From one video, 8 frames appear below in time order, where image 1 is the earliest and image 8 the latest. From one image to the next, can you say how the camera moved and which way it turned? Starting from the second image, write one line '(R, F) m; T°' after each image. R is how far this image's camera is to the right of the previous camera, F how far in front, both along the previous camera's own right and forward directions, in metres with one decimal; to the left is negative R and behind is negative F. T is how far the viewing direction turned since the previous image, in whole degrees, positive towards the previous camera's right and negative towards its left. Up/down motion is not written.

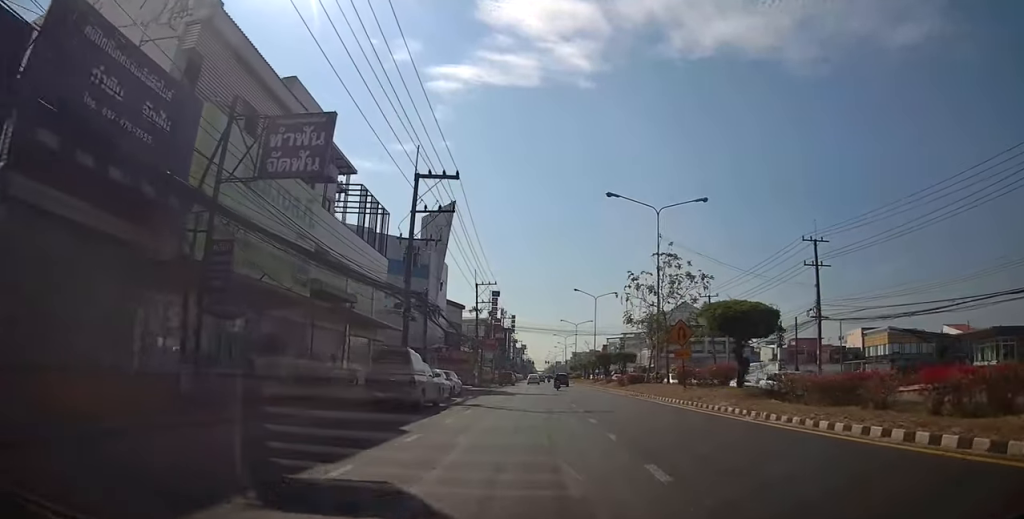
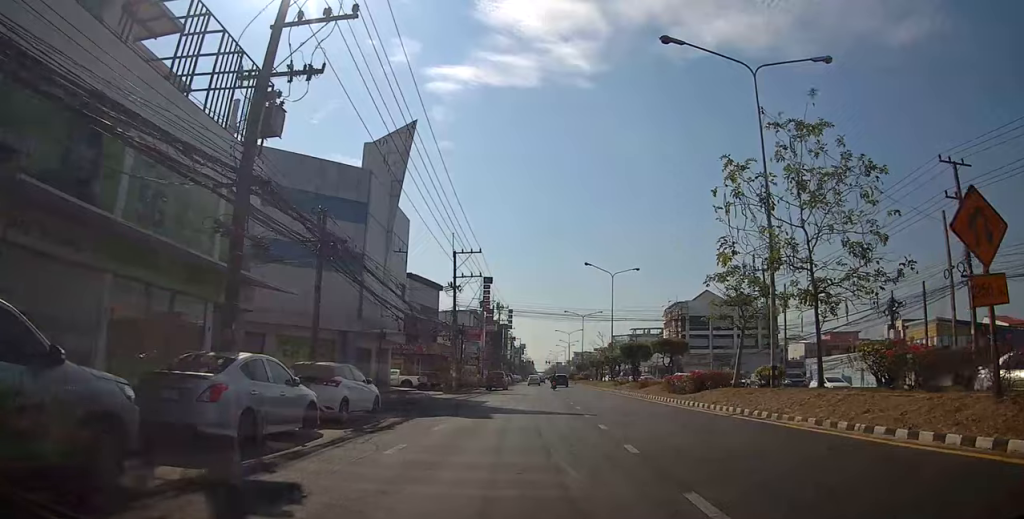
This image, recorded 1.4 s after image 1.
(-0.1, +17.1) m; 0°
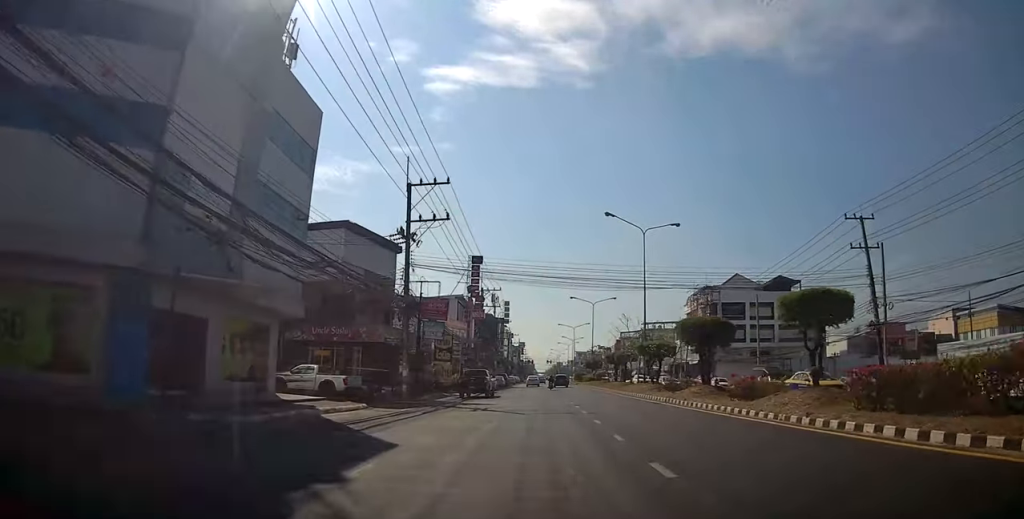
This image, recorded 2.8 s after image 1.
(+0.7, +17.1) m; +4°
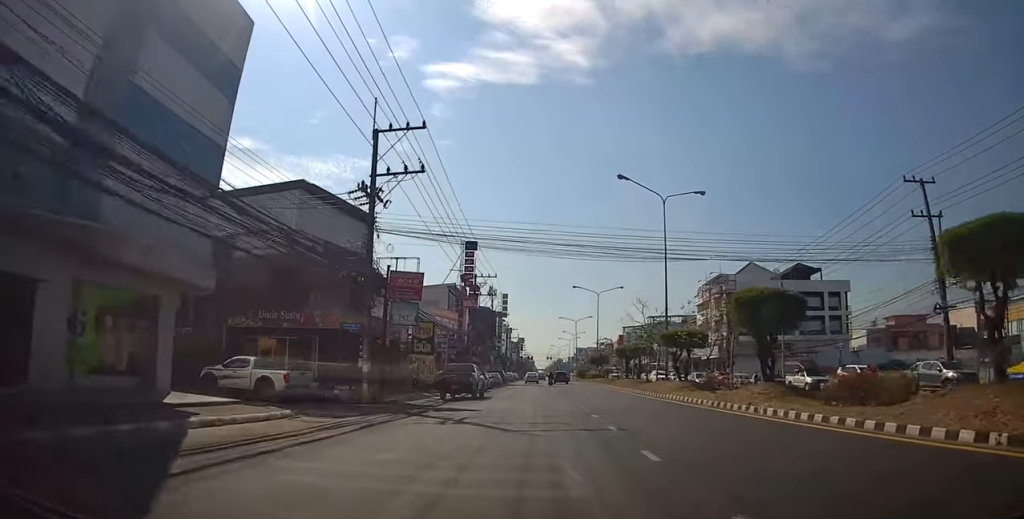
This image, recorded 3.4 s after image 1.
(0.0, +6.6) m; 0°
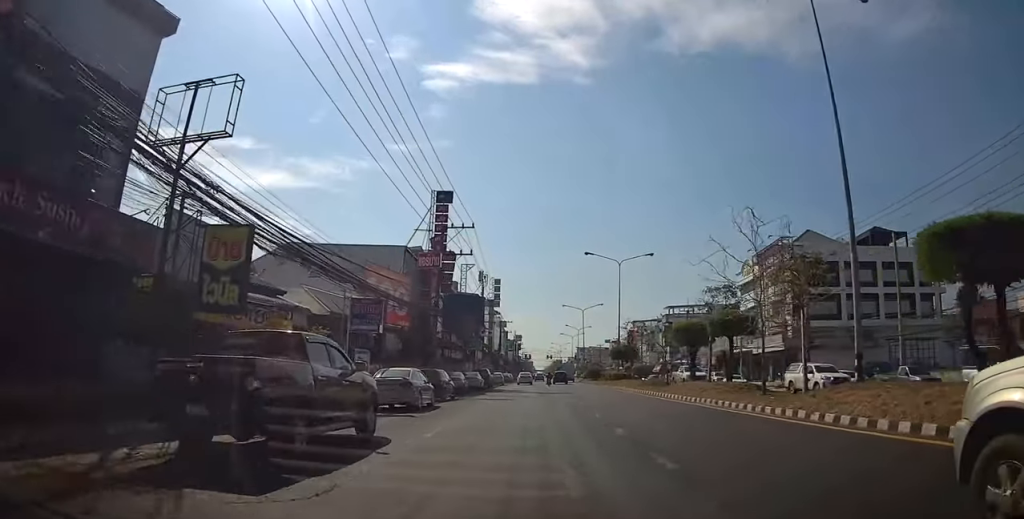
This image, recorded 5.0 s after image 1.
(0.0, +19.6) m; 0°
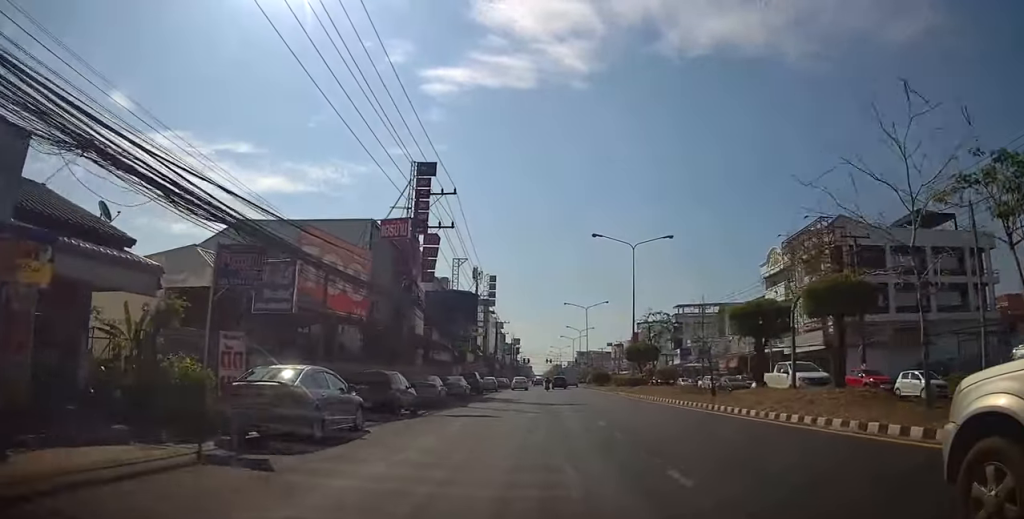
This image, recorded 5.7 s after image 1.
(-0.1, +8.1) m; 0°
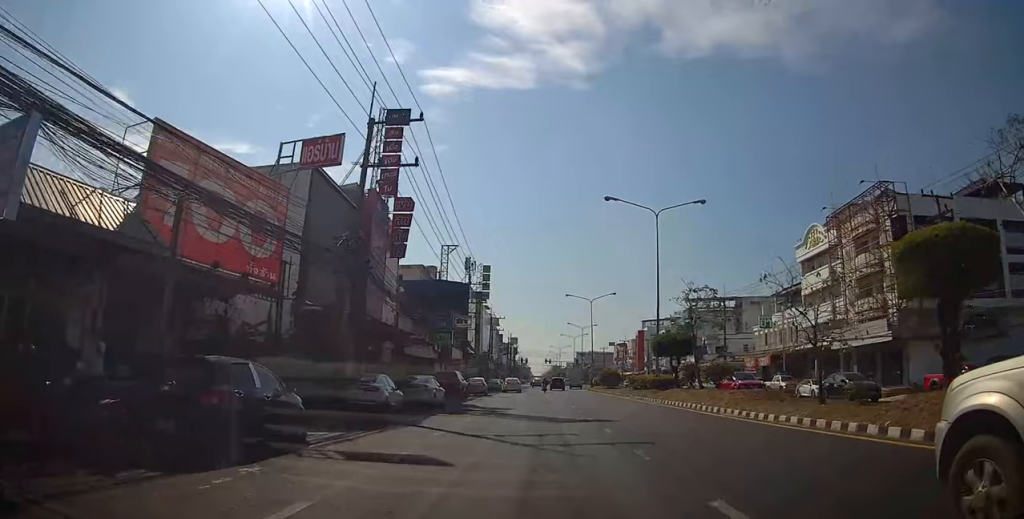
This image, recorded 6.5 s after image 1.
(0.0, +9.1) m; 0°
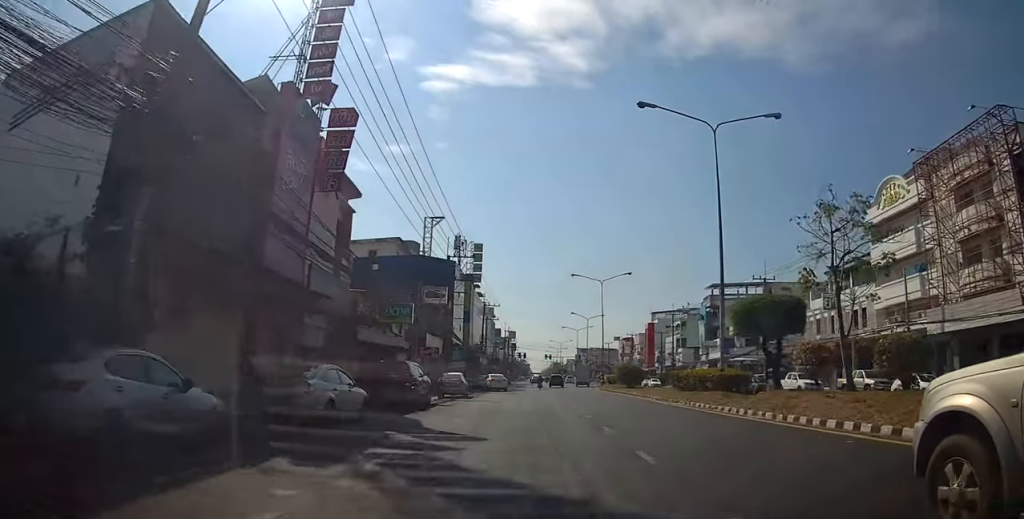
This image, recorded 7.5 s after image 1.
(0.0, +12.0) m; 0°
